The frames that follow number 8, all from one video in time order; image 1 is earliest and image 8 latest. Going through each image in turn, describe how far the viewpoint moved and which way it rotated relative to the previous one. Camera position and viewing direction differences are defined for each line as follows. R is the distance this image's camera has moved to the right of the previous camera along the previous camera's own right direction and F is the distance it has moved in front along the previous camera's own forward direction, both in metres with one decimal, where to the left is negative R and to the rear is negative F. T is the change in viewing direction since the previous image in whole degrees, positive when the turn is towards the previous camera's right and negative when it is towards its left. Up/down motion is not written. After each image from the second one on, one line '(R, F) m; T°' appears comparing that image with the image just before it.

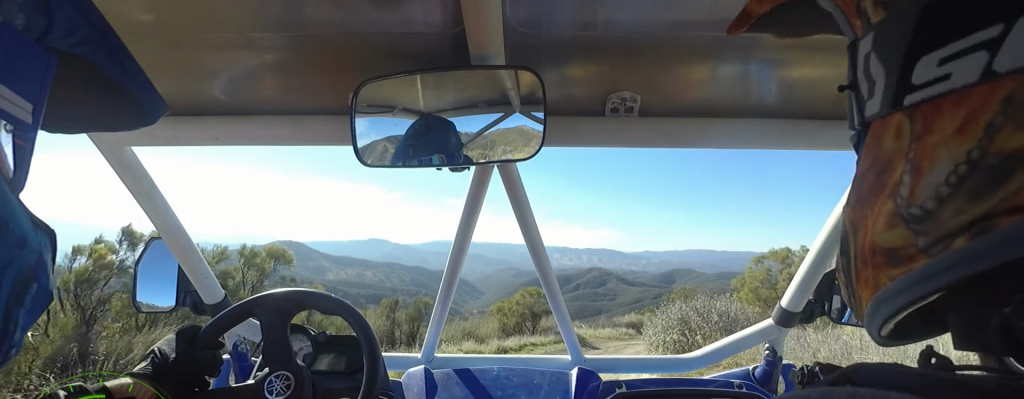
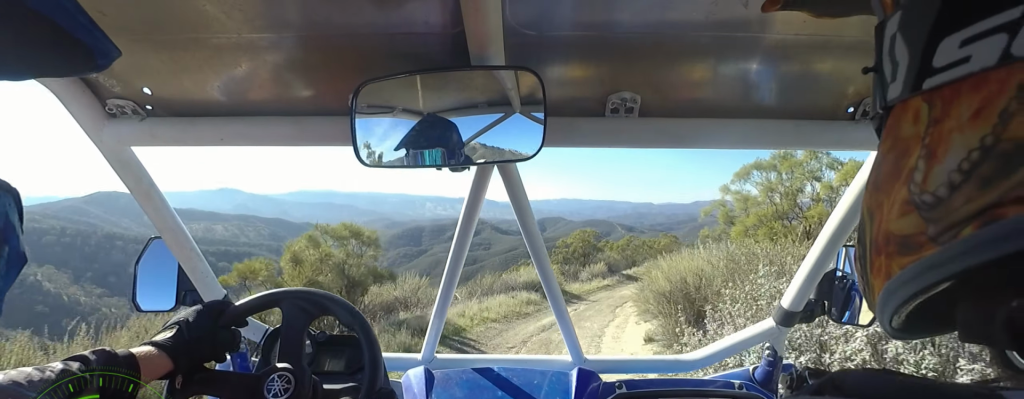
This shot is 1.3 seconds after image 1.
(+1.8, +8.9) m; +10°
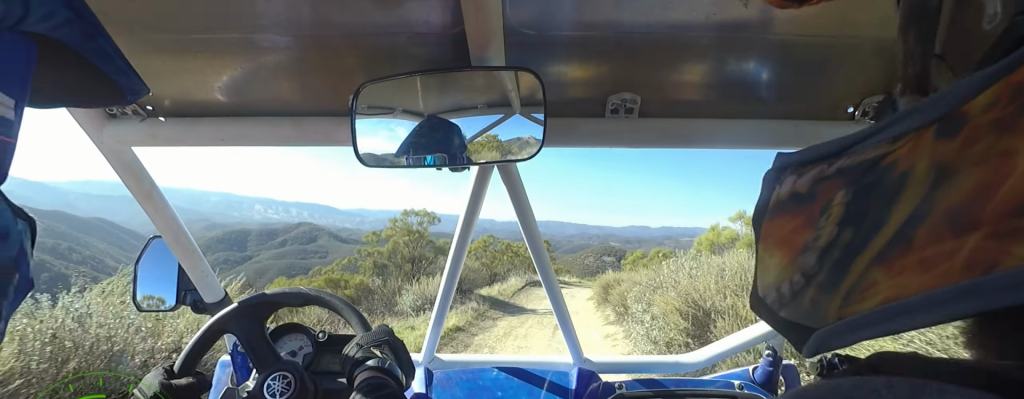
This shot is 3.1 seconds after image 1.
(-0.2, +12.3) m; +7°
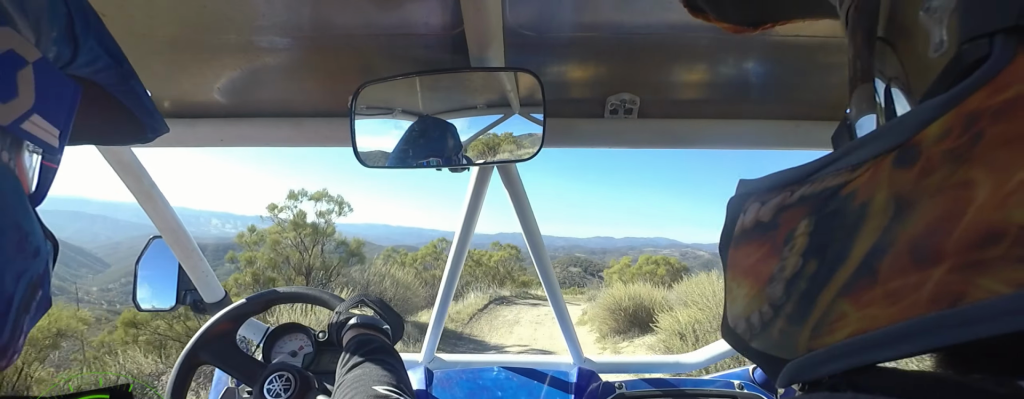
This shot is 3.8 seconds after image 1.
(+0.4, +4.8) m; +5°
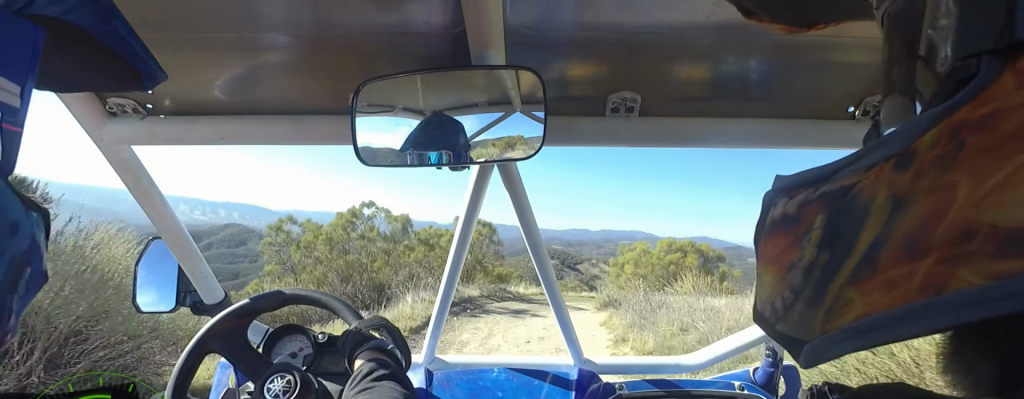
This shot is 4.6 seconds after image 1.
(0.0, +5.6) m; 0°
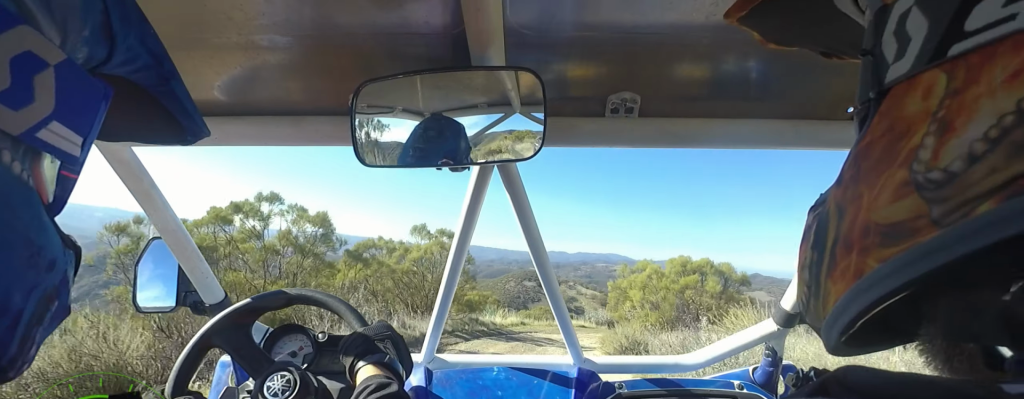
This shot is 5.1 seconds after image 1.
(0.0, +3.1) m; 0°
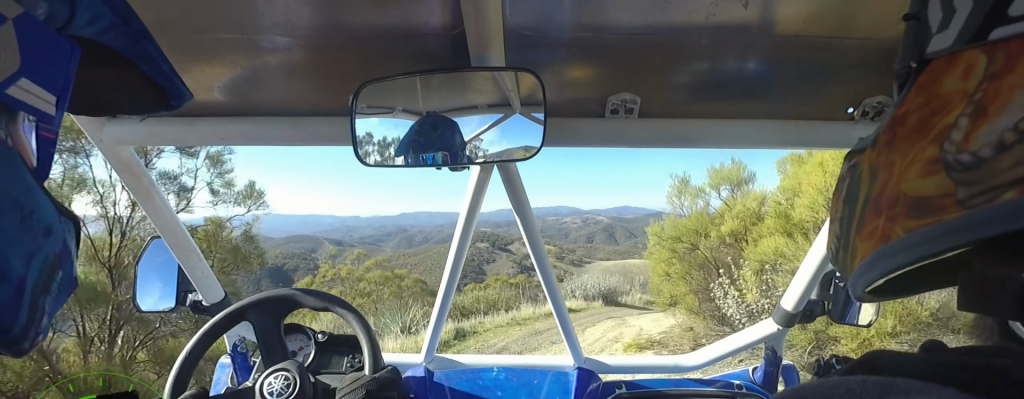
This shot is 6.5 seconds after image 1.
(0.0, +7.5) m; +21°
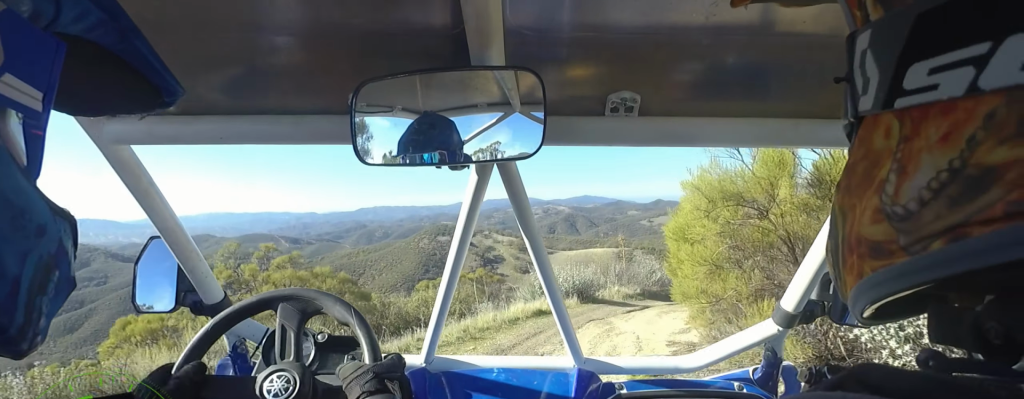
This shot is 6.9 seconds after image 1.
(+0.8, +1.9) m; +8°
